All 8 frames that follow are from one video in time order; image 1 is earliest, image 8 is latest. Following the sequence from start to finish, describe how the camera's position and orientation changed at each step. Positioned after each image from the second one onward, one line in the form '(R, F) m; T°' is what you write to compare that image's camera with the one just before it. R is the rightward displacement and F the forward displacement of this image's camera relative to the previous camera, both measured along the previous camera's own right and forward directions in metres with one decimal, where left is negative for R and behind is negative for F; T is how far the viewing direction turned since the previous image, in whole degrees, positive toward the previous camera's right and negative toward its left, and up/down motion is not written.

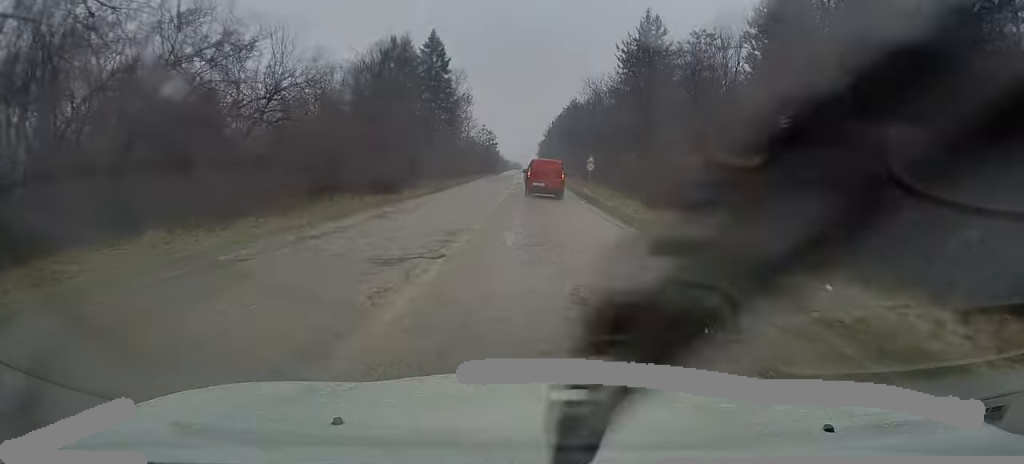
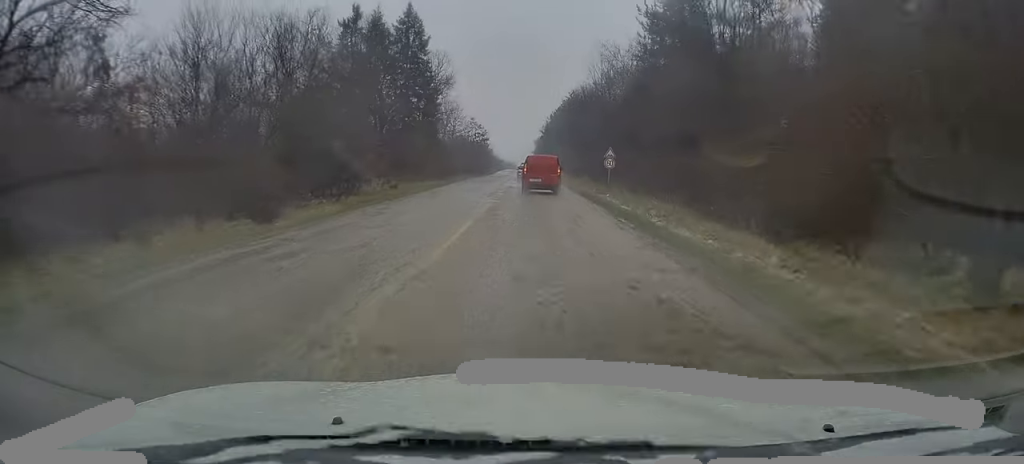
(0.0, +14.3) m; 0°
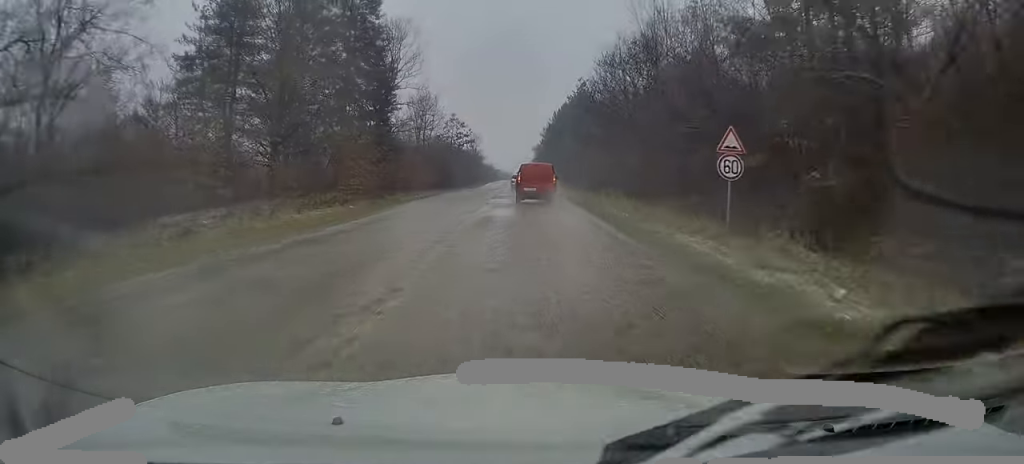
(0.0, +22.4) m; 0°
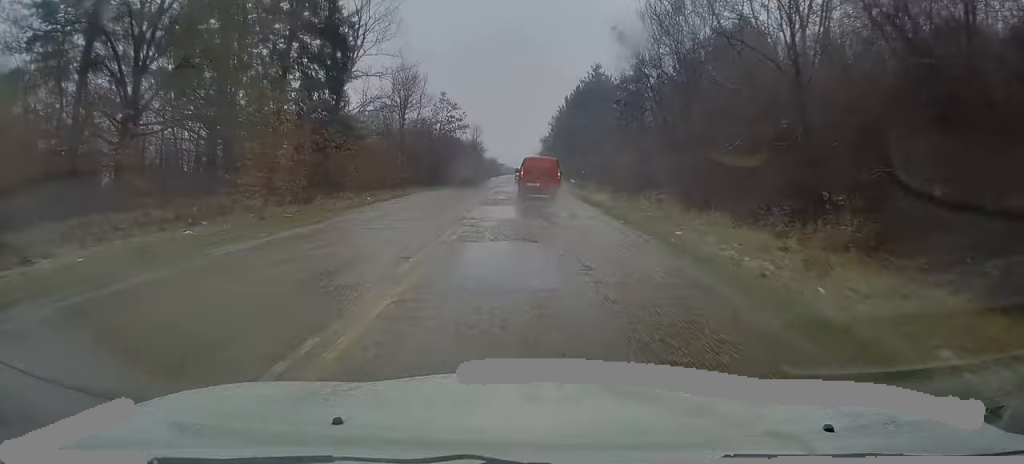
(+0.1, +13.7) m; -1°
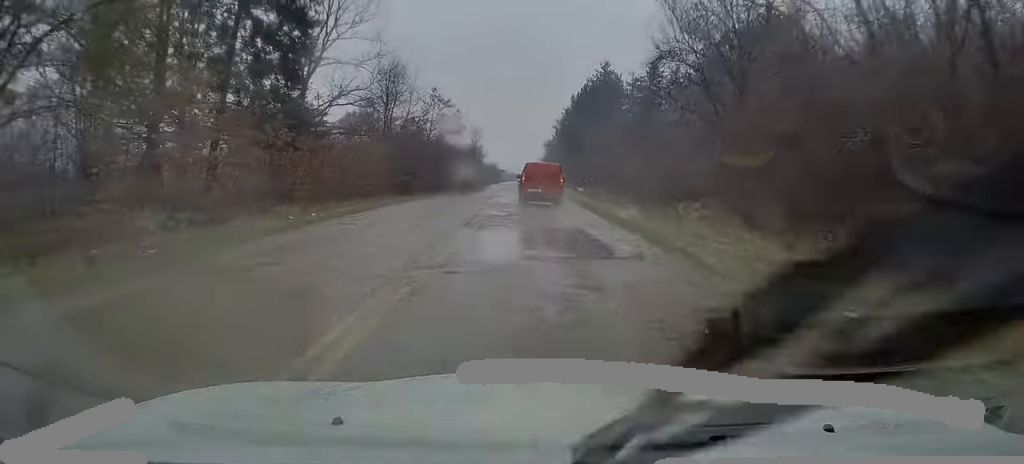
(-0.1, +7.4) m; -1°
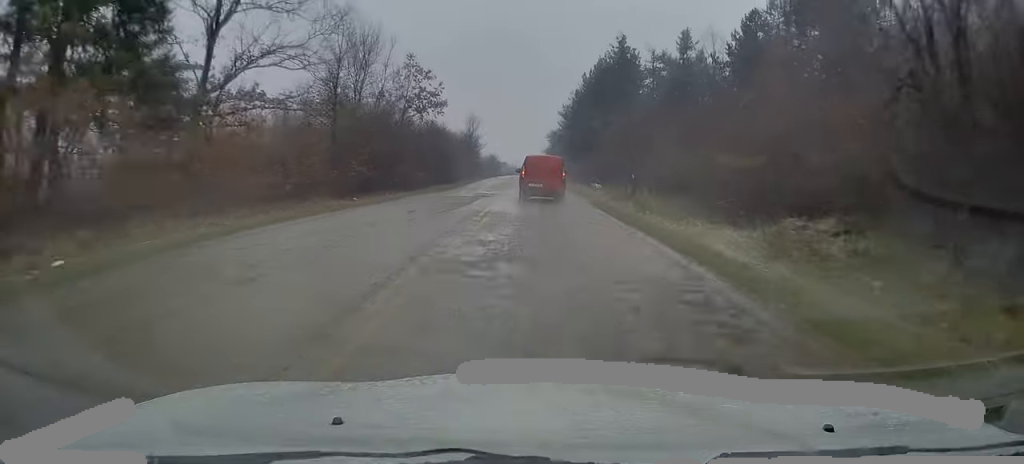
(-0.1, +11.8) m; 0°
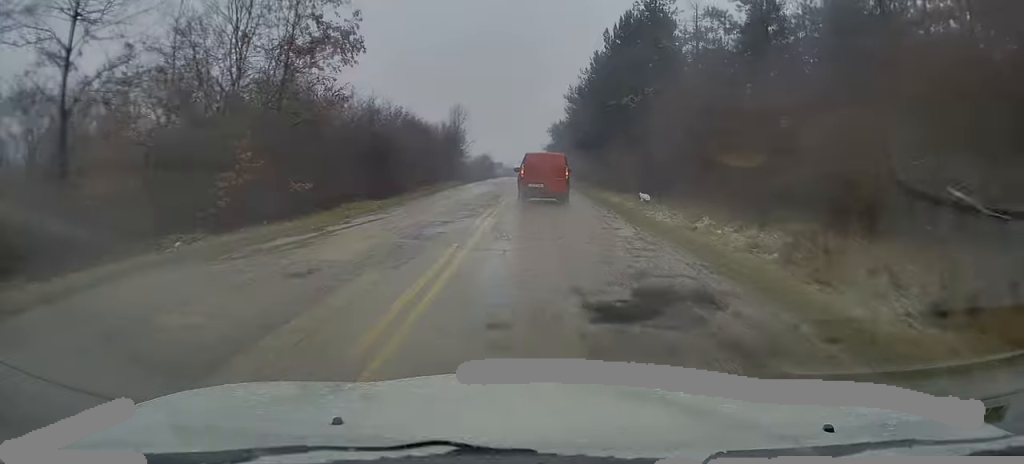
(0.0, +19.5) m; 0°
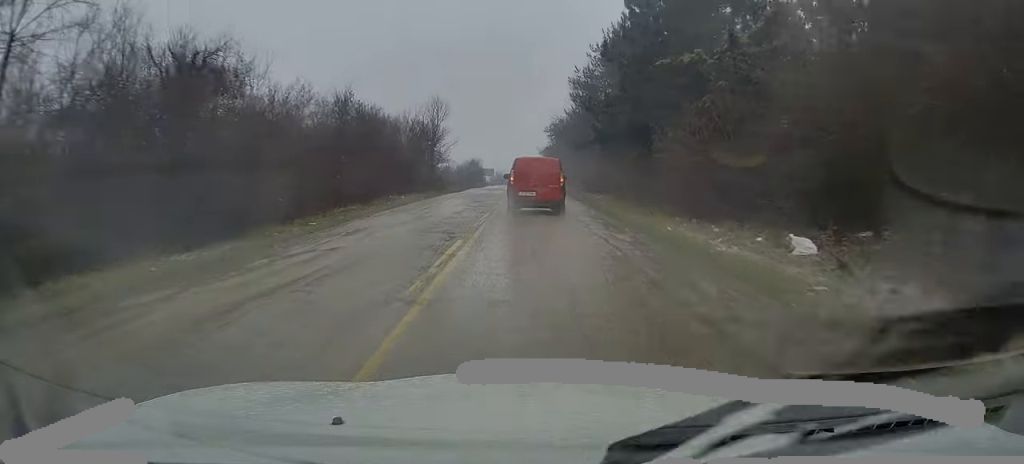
(+0.1, +15.8) m; +1°
